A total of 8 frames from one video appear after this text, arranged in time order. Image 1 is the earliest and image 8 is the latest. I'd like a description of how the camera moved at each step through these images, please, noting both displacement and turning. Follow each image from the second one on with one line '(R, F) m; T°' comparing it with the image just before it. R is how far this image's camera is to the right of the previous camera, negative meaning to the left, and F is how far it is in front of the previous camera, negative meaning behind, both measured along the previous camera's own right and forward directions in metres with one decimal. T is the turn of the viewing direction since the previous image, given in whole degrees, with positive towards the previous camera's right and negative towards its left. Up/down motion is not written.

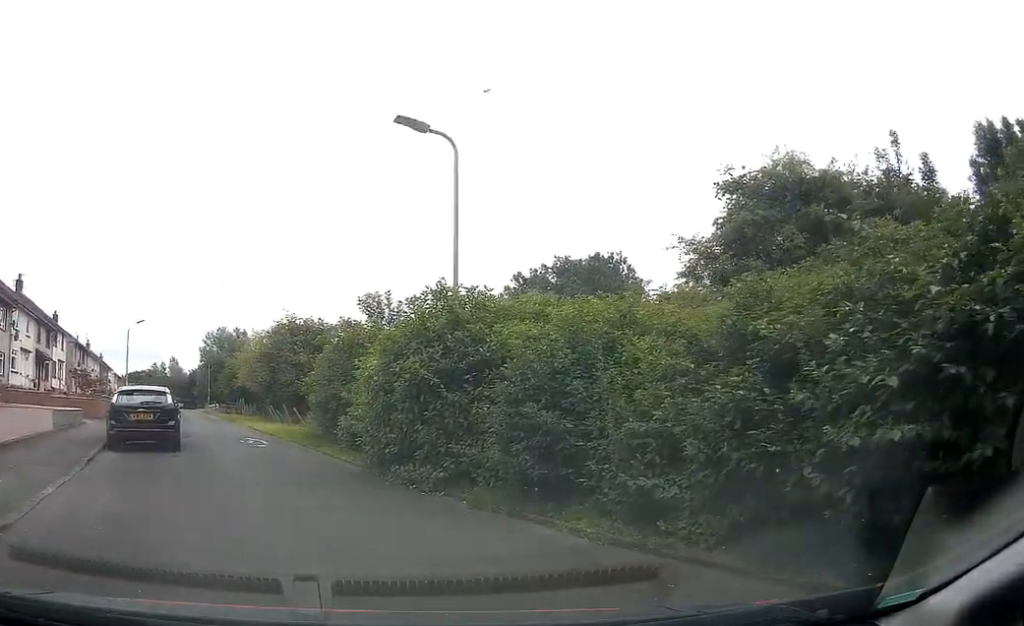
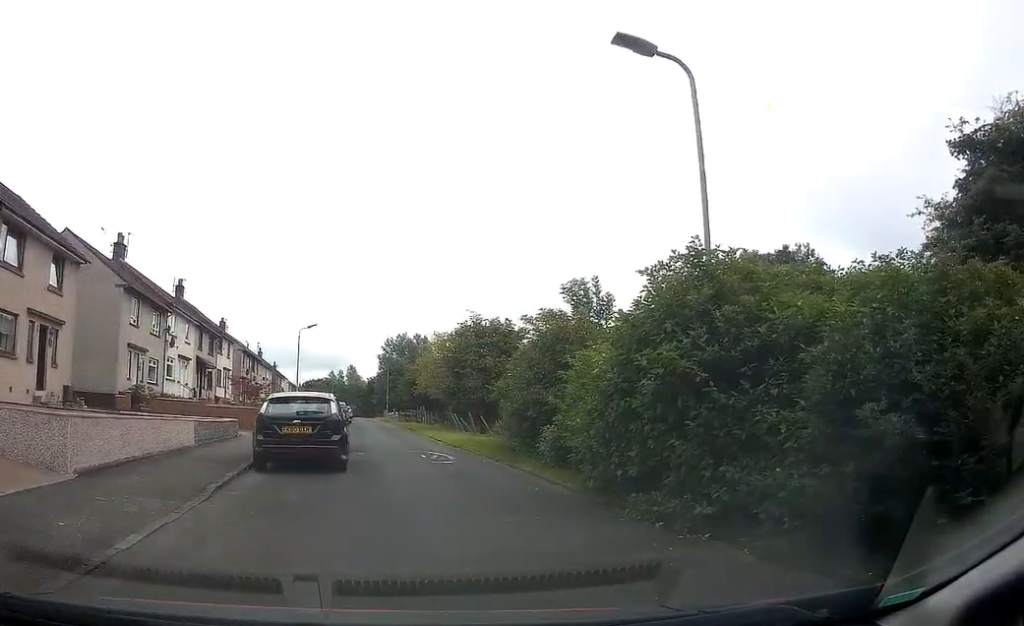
(-0.3, +3.1) m; -5°
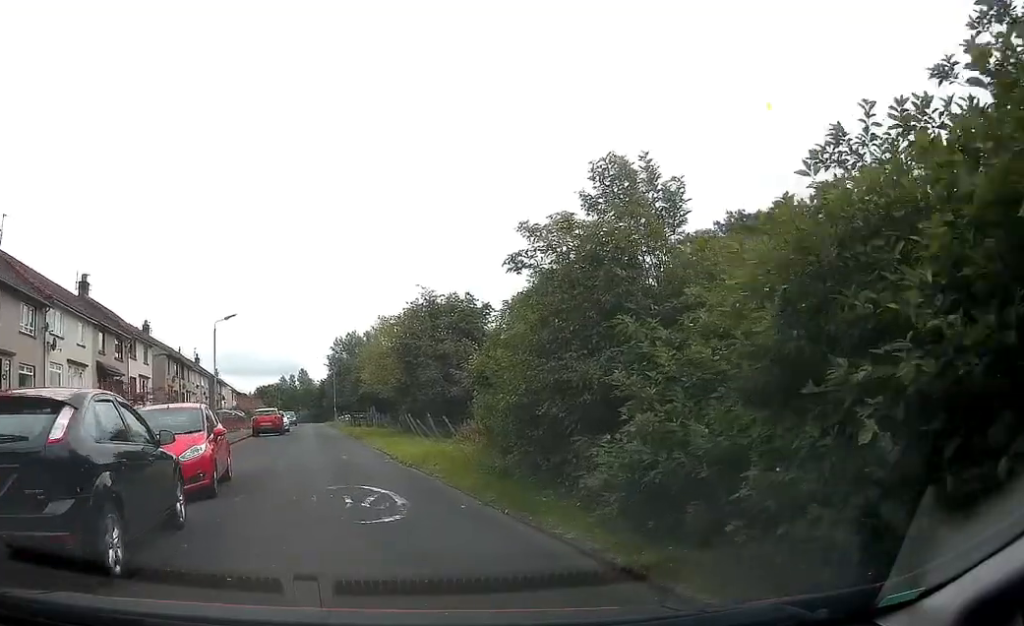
(-0.3, +8.3) m; -7°
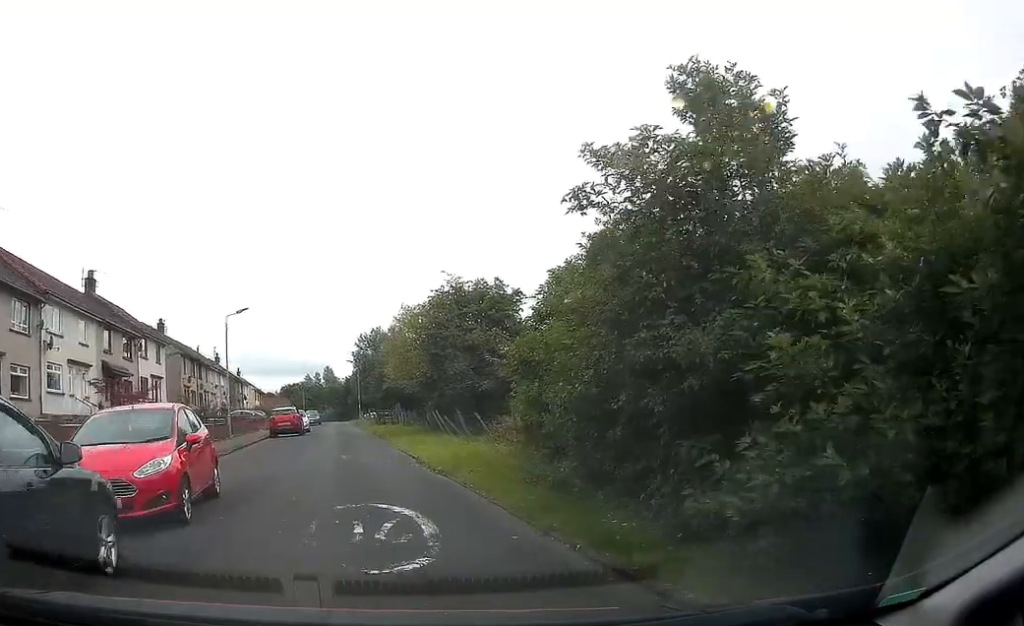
(-0.1, +2.5) m; -1°
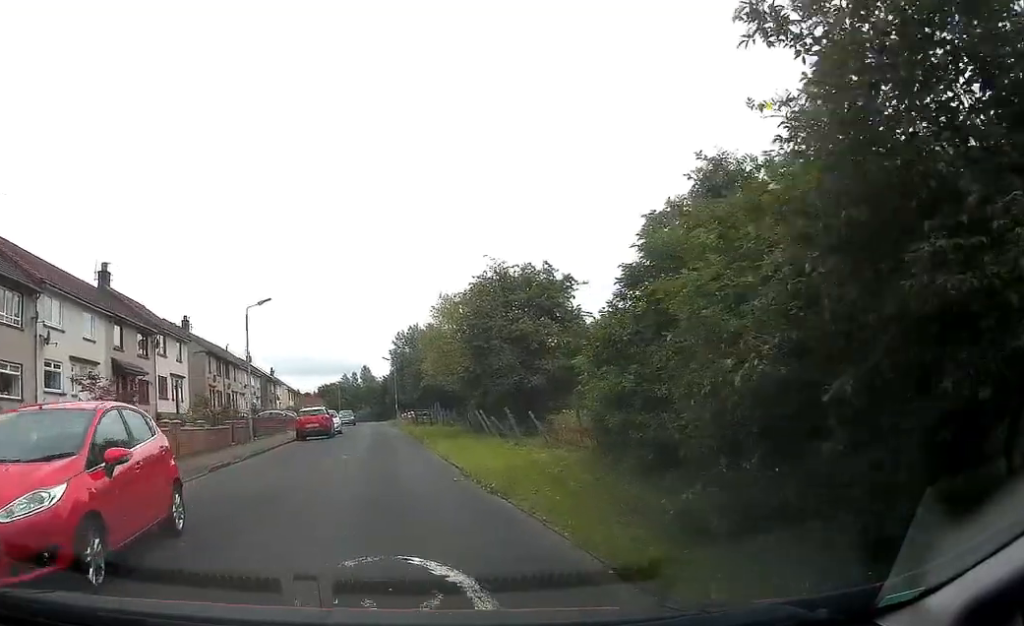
(0.0, +3.2) m; 0°
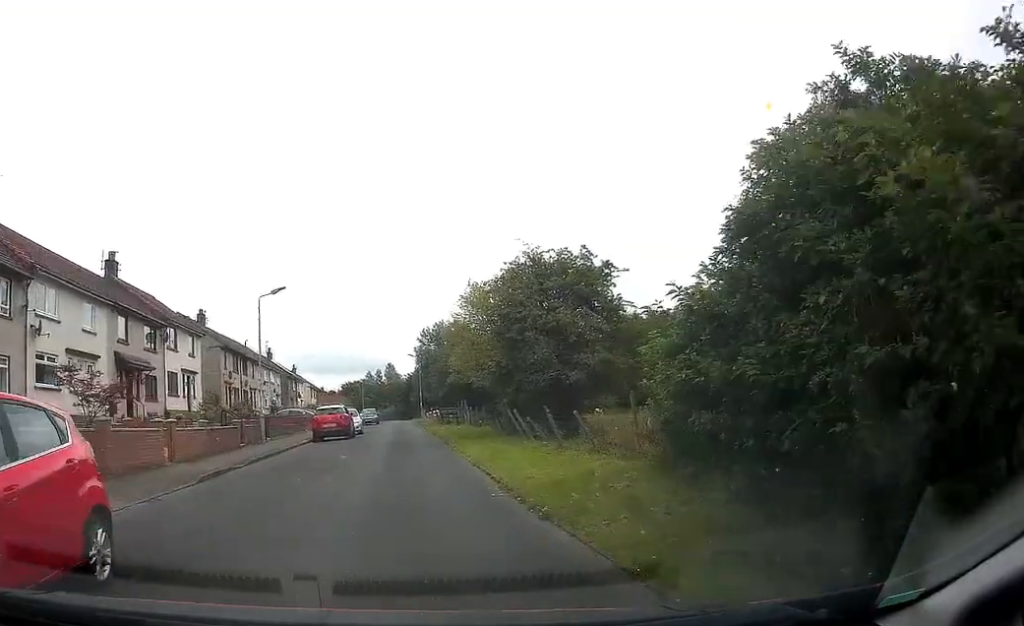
(0.0, +2.4) m; -2°
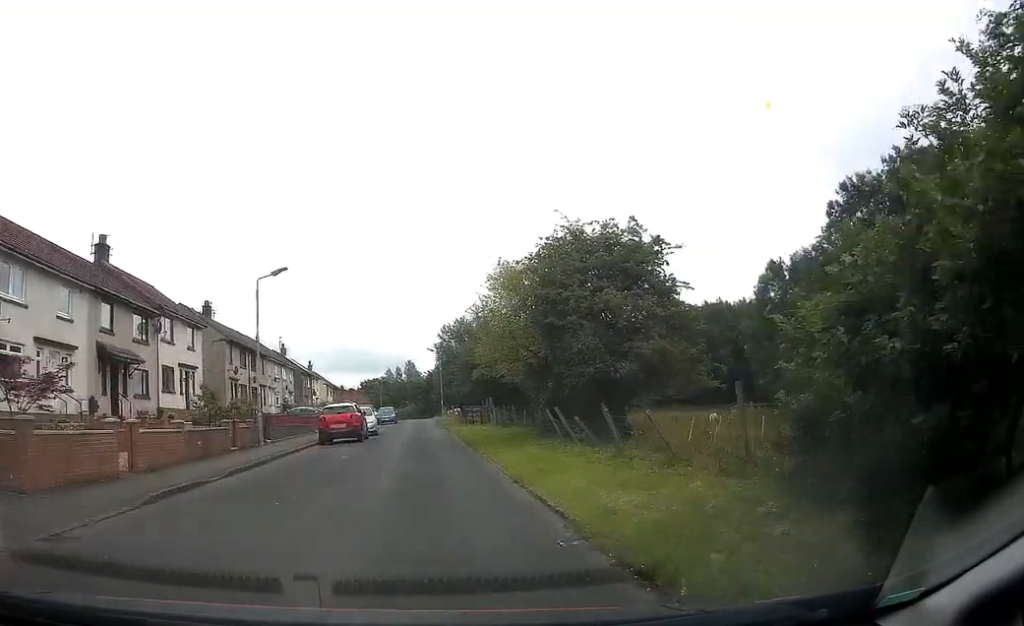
(+0.1, +3.8) m; -3°
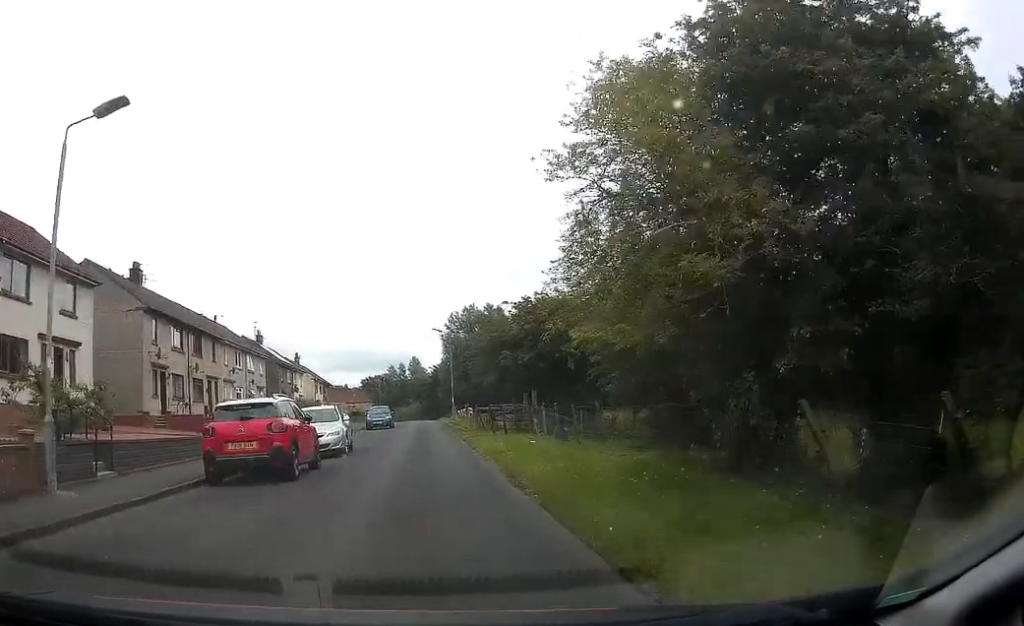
(-0.7, +14.9) m; -1°
